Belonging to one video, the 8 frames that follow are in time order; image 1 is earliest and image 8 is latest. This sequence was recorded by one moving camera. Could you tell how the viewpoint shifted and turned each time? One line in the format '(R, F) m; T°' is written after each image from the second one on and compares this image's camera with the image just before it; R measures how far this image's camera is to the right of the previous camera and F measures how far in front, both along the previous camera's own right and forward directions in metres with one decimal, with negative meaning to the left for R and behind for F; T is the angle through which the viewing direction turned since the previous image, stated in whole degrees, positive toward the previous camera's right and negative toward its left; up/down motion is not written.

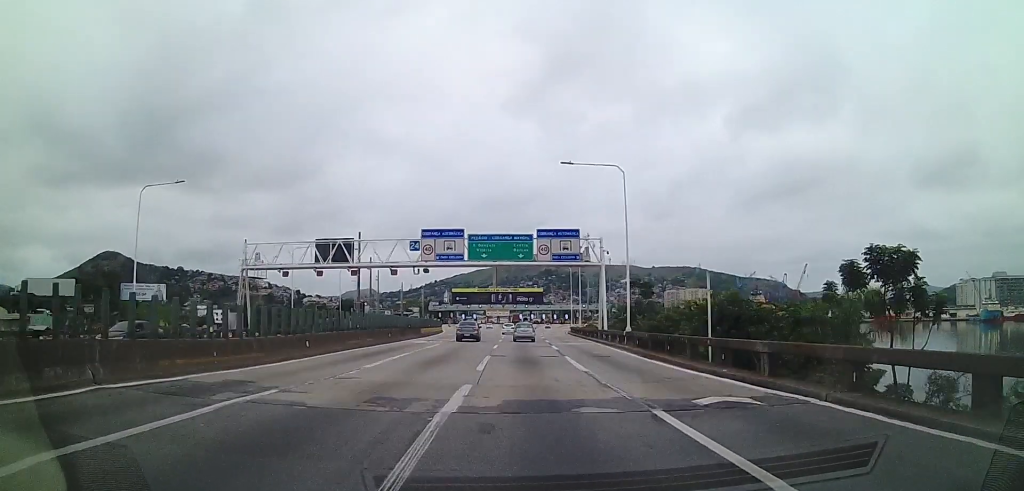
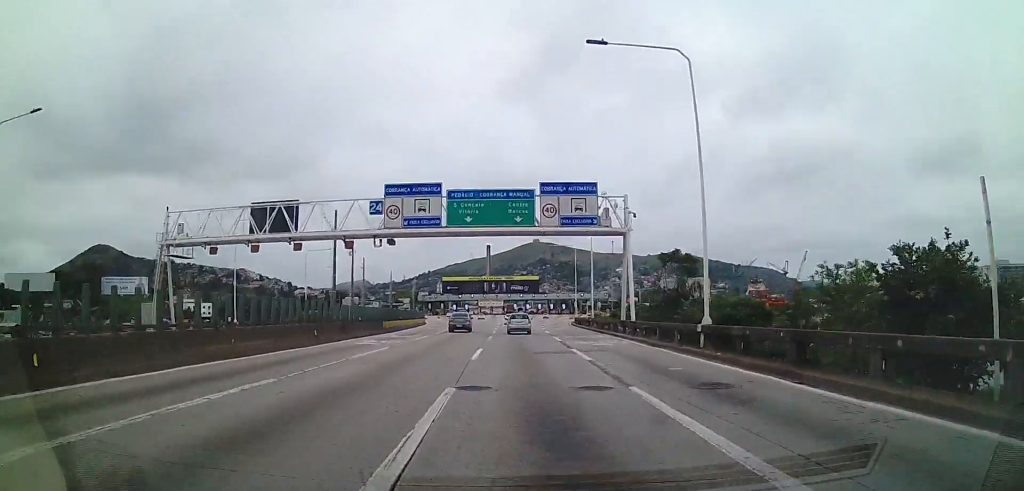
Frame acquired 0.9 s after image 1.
(-0.5, +13.8) m; +1°
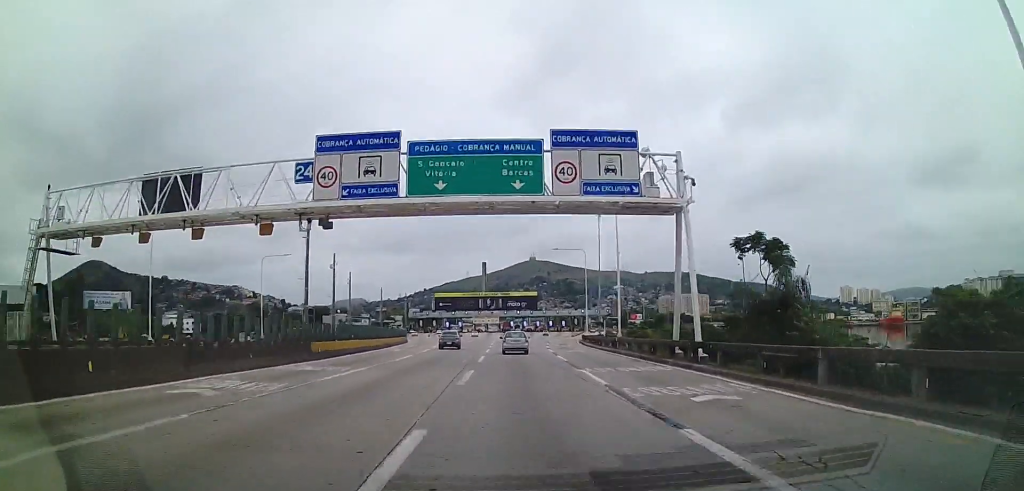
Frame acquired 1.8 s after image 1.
(+0.9, +14.1) m; +1°
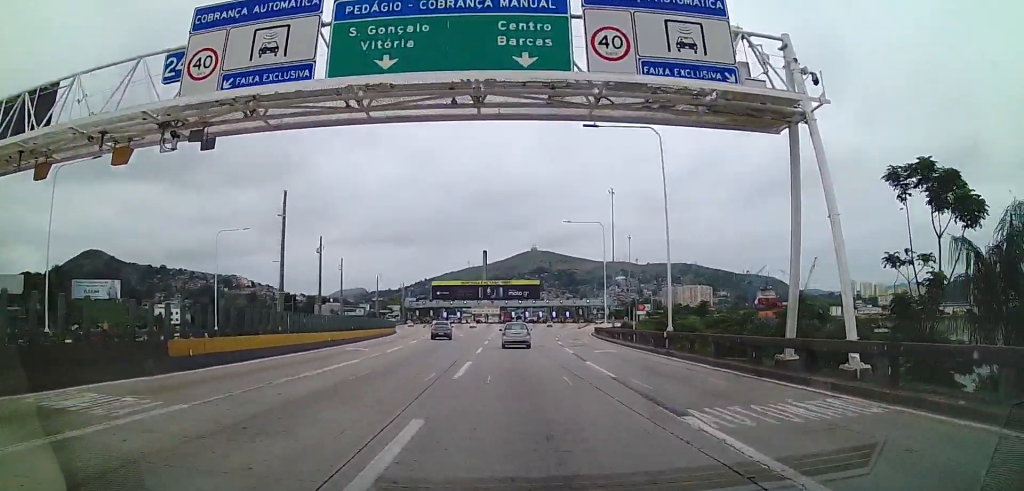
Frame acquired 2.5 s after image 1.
(-0.5, +11.9) m; -1°
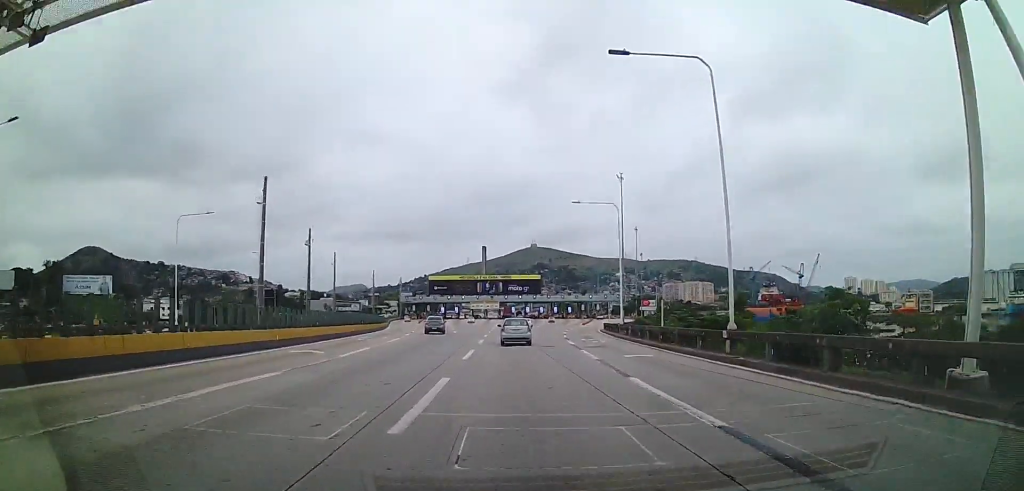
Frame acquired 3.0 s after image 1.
(0.0, +7.6) m; 0°
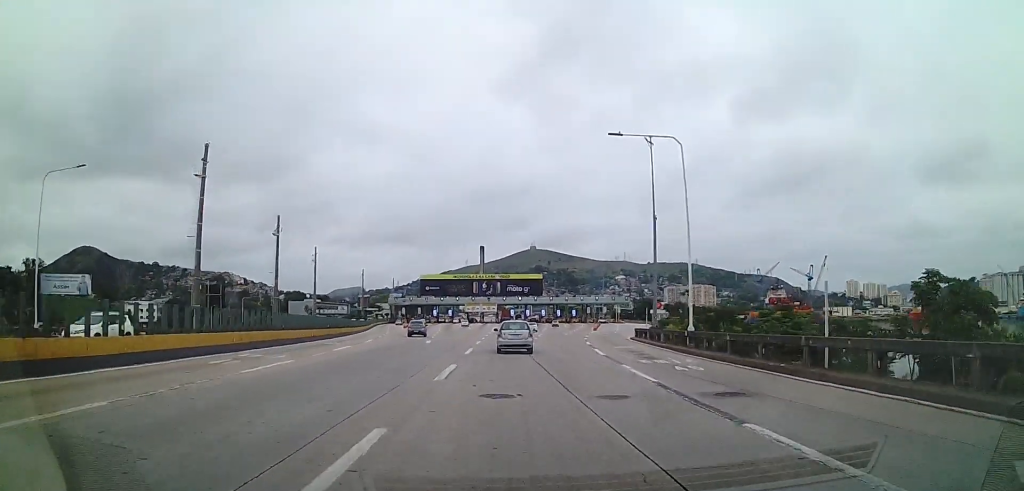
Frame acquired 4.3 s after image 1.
(0.0, +18.1) m; 0°
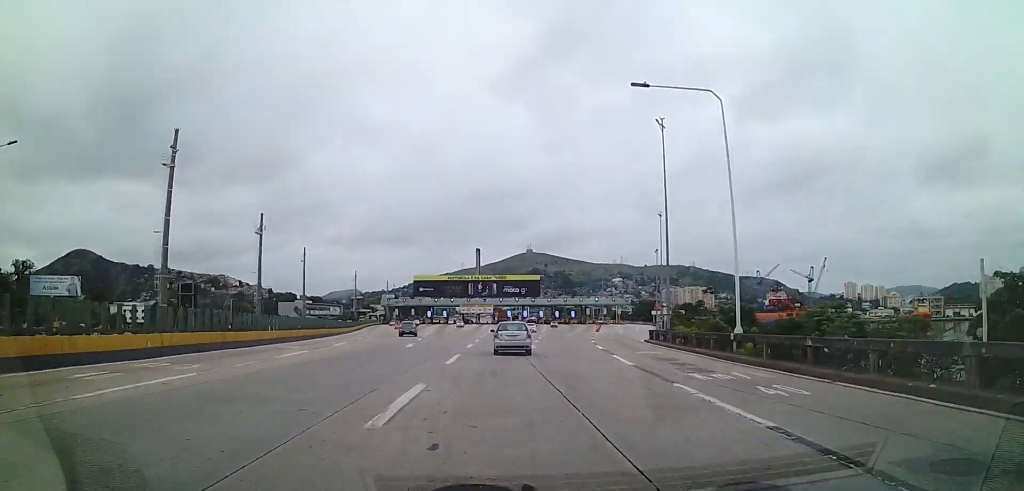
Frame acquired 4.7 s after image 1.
(-0.2, +6.7) m; 0°
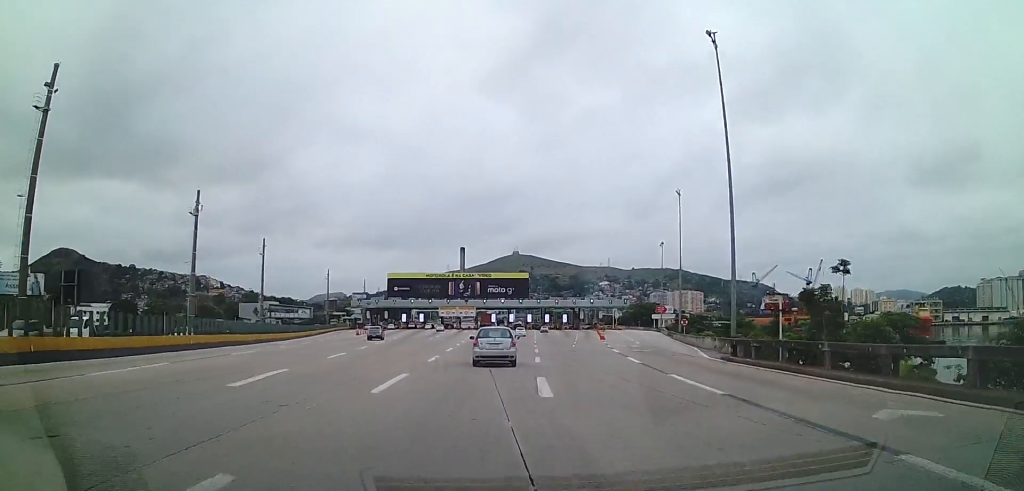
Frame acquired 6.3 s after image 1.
(+1.1, +20.1) m; +4°
